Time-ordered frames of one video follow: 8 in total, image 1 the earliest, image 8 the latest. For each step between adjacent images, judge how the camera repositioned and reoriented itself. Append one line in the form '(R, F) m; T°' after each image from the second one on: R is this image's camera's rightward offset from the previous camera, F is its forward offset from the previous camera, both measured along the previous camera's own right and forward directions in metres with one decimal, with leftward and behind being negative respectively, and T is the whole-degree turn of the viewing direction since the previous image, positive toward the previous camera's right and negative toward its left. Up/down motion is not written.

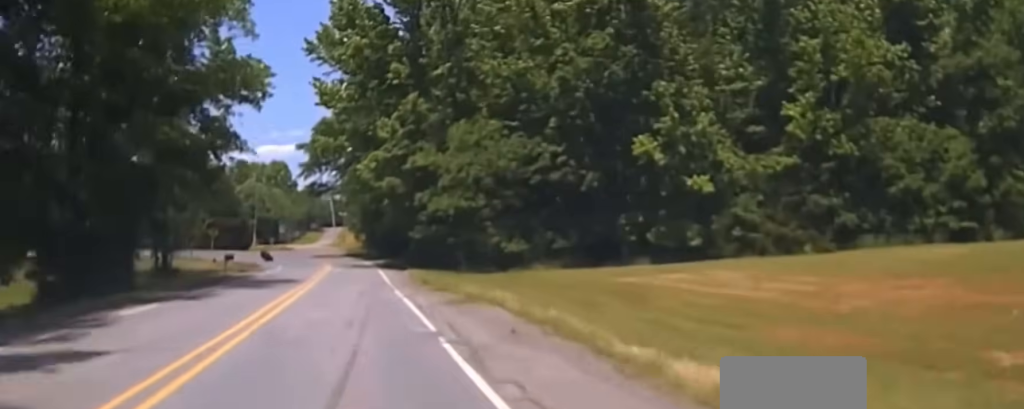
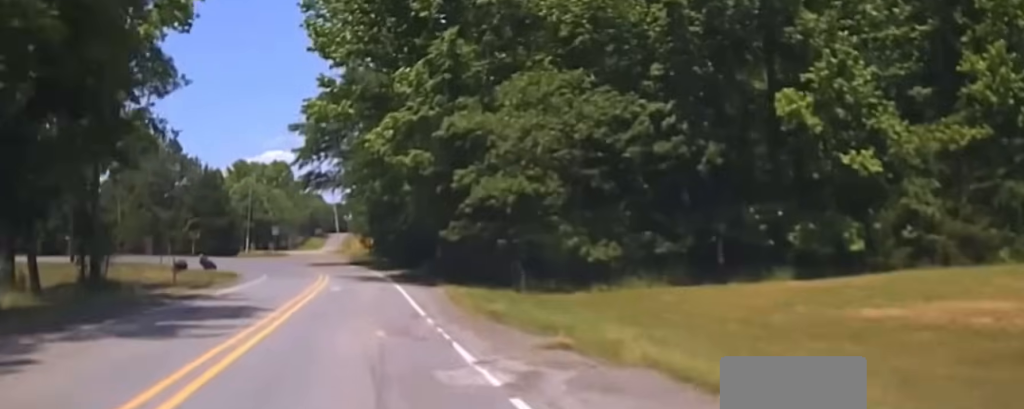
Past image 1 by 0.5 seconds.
(-0.1, +17.6) m; -1°
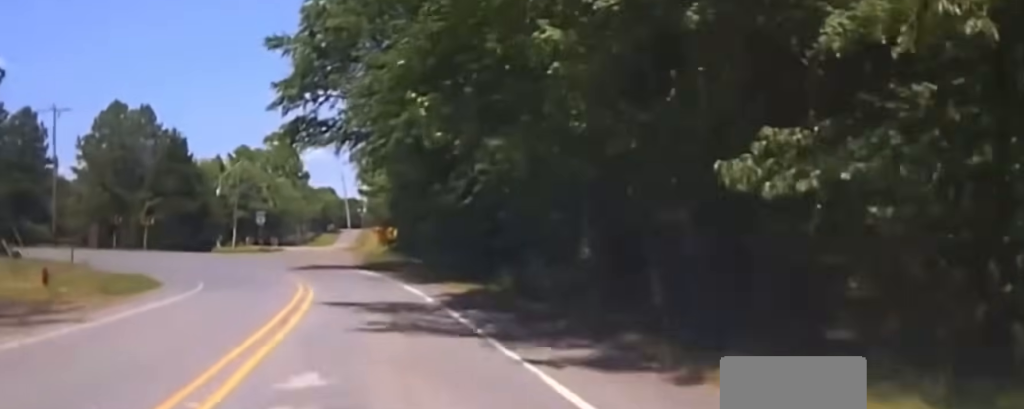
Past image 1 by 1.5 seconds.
(-0.4, +29.0) m; -4°
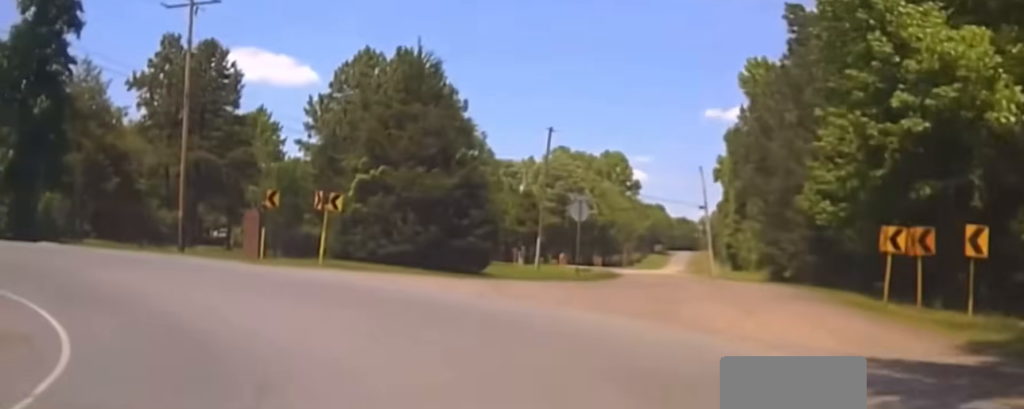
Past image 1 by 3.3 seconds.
(-6.5, +40.1) m; -40°
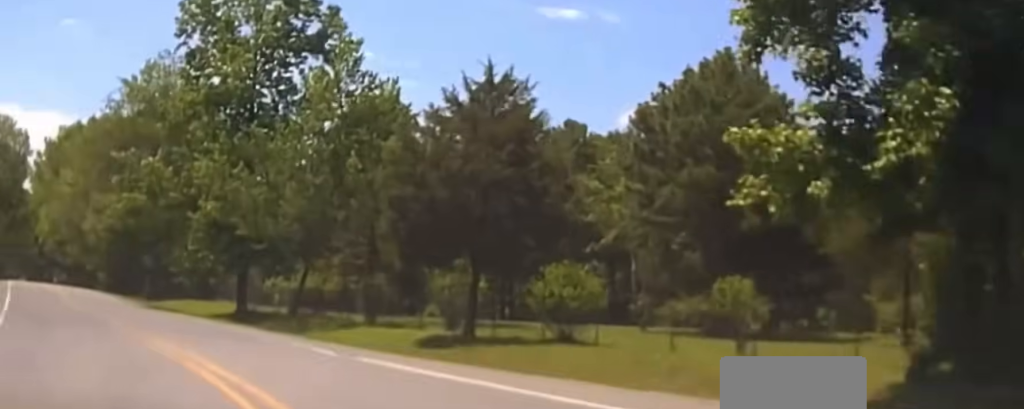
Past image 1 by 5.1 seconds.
(-13.2, +33.2) m; -26°
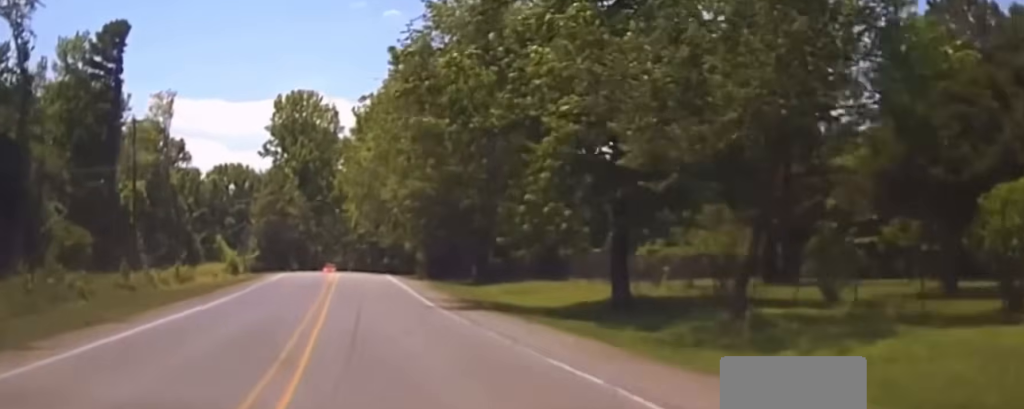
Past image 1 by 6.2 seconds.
(-1.6, +18.9) m; -12°
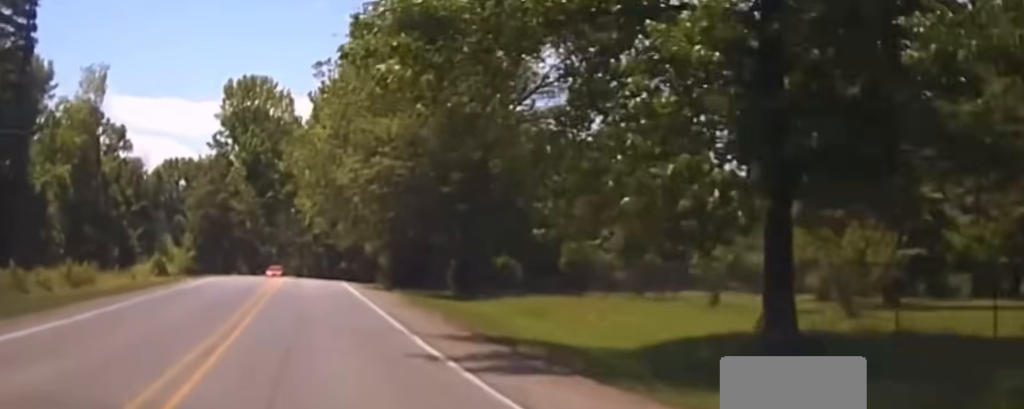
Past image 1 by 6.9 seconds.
(-1.3, +12.2) m; -5°
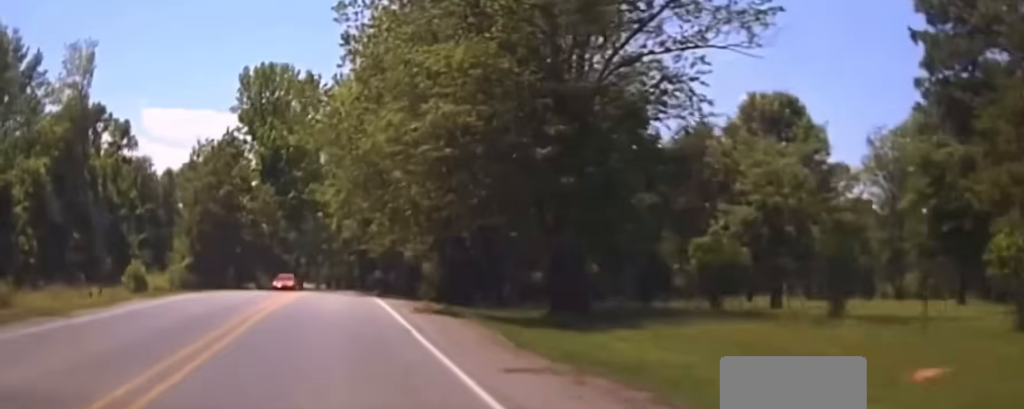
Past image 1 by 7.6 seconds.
(-0.7, +14.6) m; -3°
